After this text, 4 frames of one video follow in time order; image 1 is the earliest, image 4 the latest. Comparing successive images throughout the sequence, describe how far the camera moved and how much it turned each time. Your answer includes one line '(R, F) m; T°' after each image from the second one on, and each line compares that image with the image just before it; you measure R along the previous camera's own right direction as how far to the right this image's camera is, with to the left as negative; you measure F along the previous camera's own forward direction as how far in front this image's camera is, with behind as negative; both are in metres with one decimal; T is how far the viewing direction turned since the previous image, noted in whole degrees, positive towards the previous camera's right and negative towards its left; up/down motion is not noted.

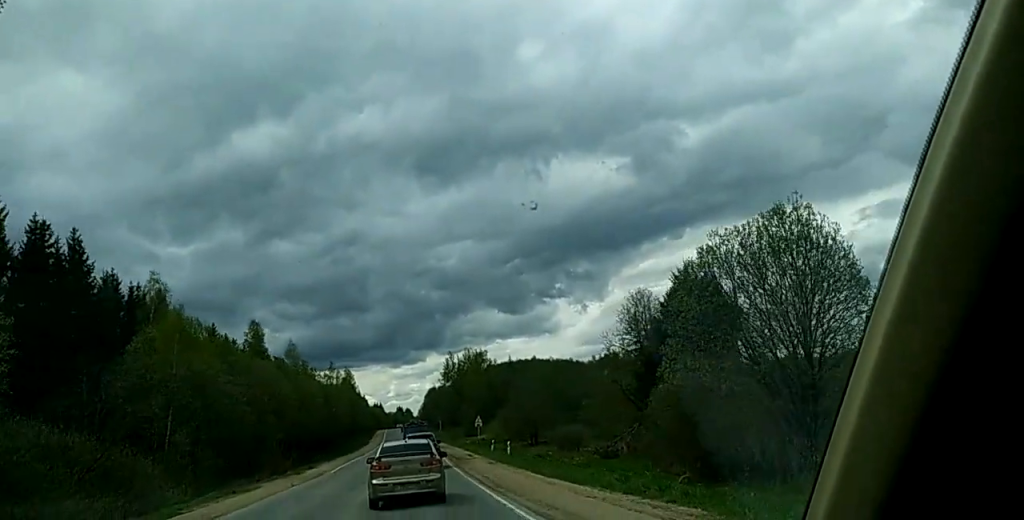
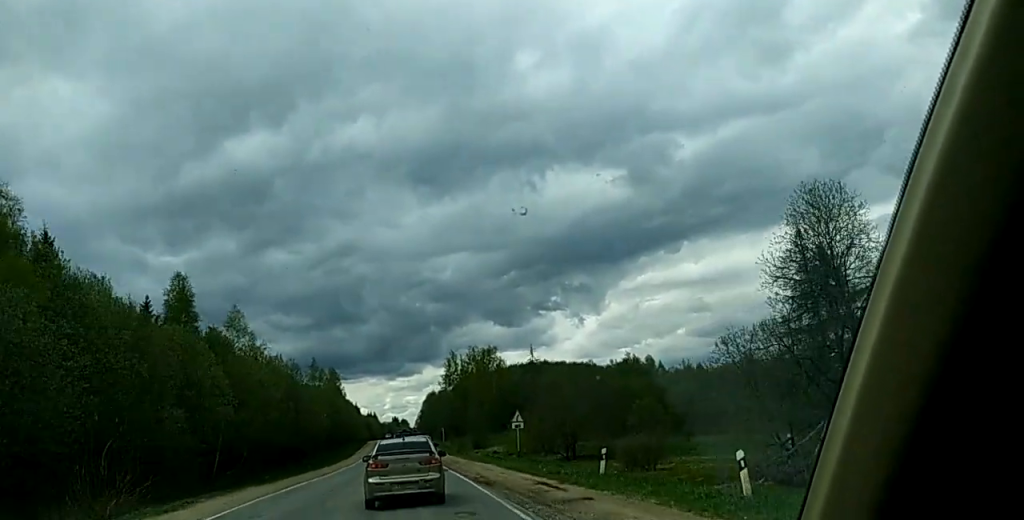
(-0.6, +32.7) m; -1°
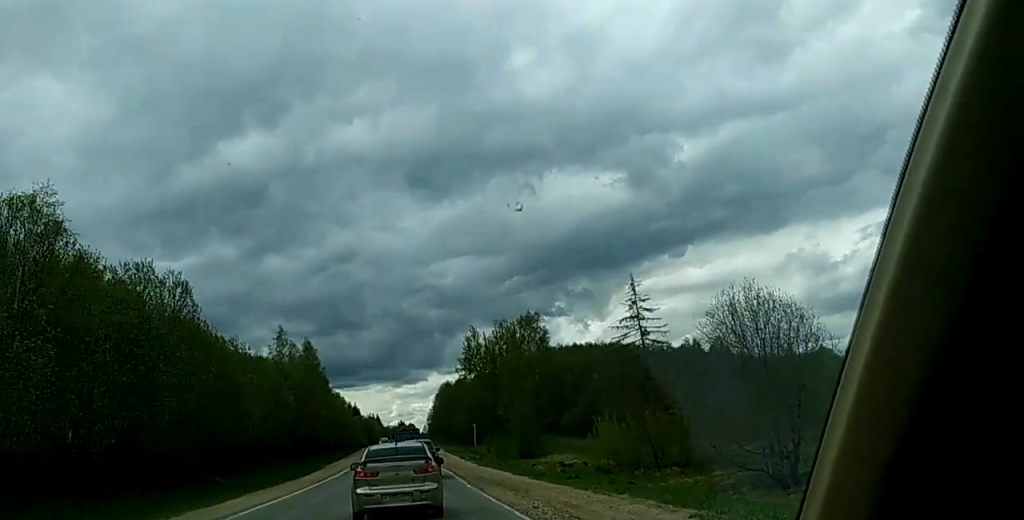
(-0.9, +56.8) m; -1°
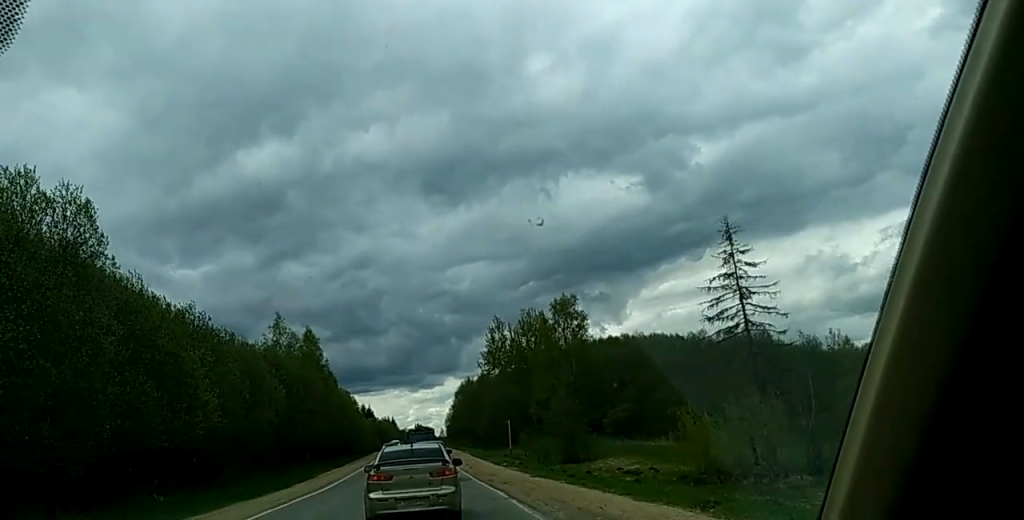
(+0.3, +19.0) m; +1°
